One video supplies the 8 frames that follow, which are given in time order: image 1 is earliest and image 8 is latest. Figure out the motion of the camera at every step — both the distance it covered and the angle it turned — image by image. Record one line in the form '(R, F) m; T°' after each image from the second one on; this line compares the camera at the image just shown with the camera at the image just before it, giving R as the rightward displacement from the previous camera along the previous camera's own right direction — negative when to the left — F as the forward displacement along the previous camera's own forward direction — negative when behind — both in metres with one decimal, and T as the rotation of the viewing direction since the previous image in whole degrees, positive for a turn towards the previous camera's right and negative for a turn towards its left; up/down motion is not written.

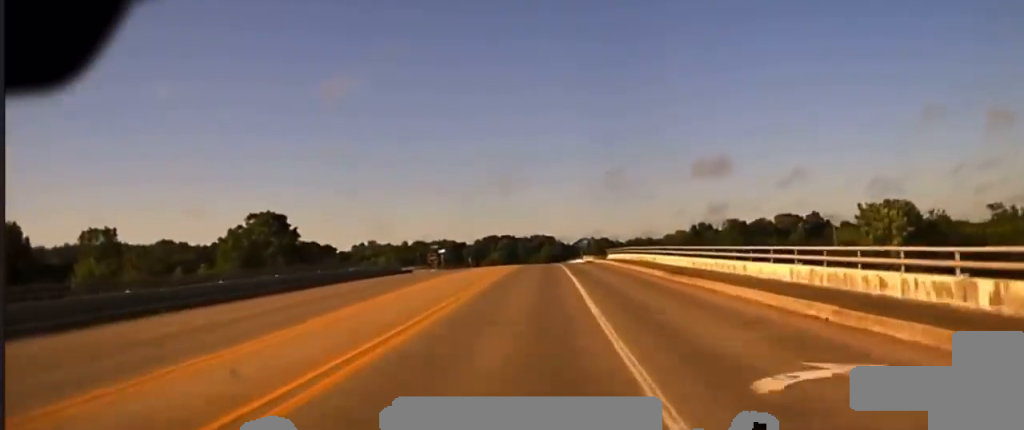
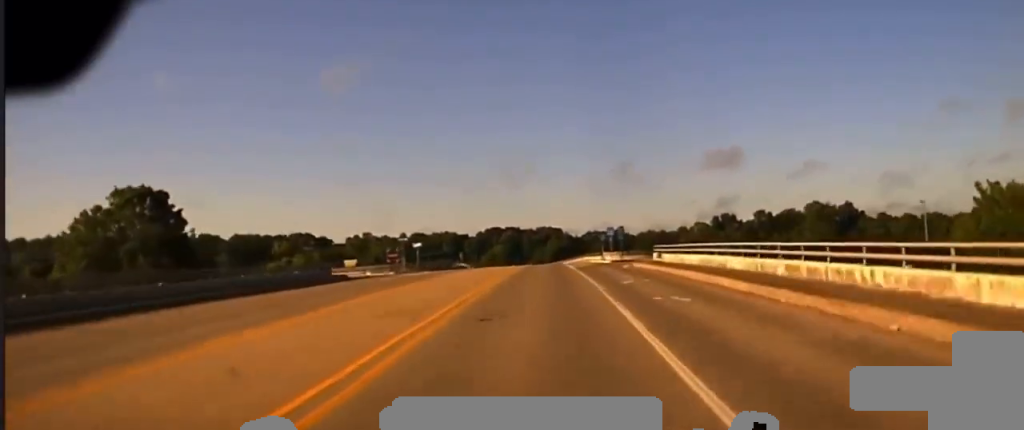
(0.0, +33.3) m; 0°
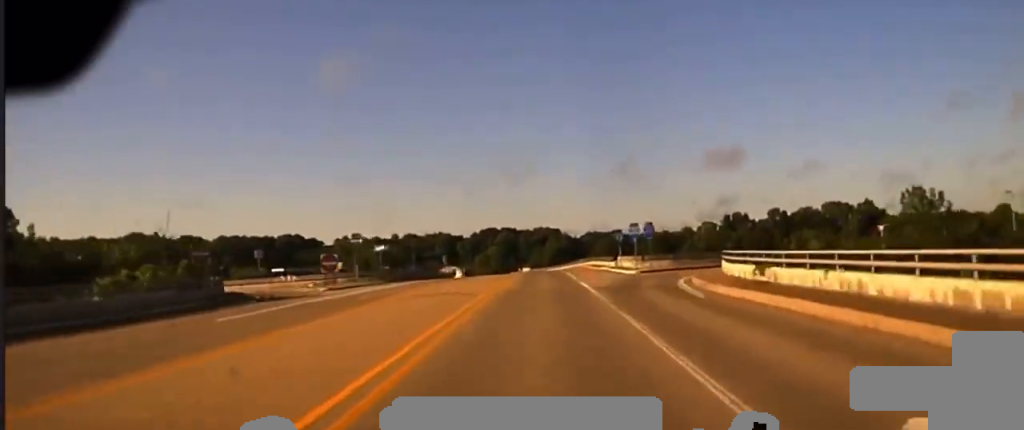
(0.0, +21.2) m; 0°
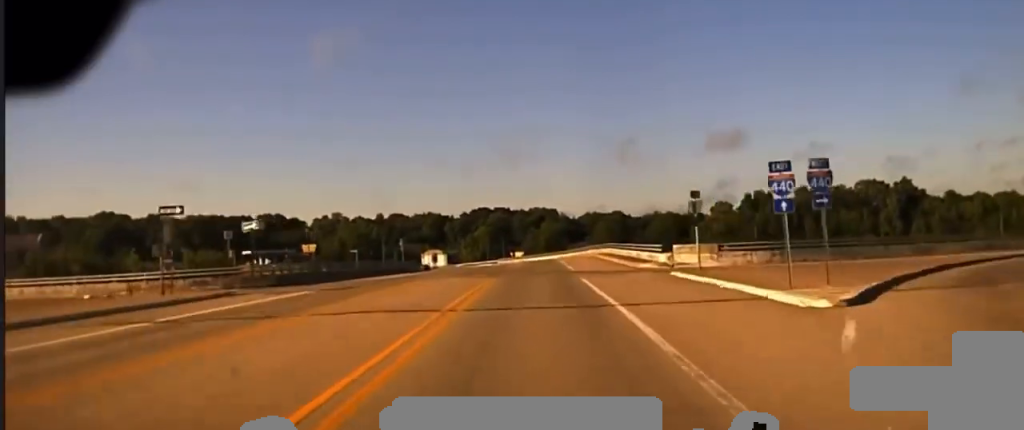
(0.0, +34.2) m; 0°
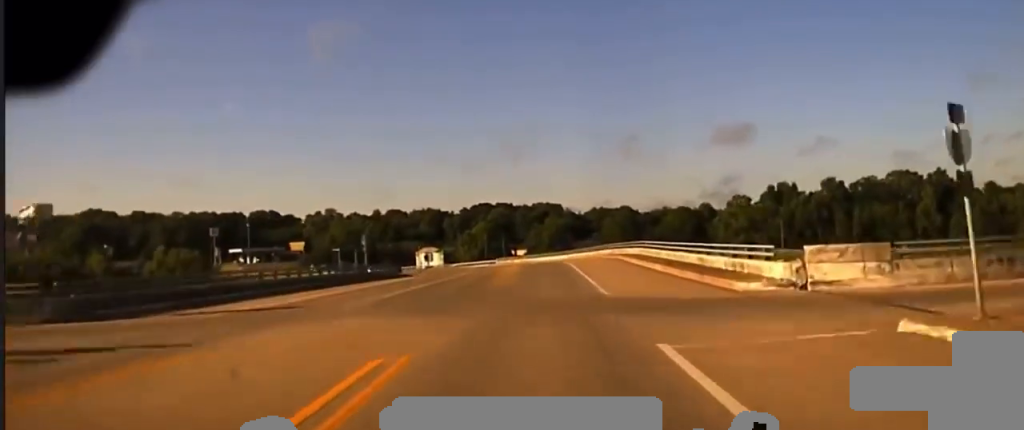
(0.0, +21.9) m; 0°
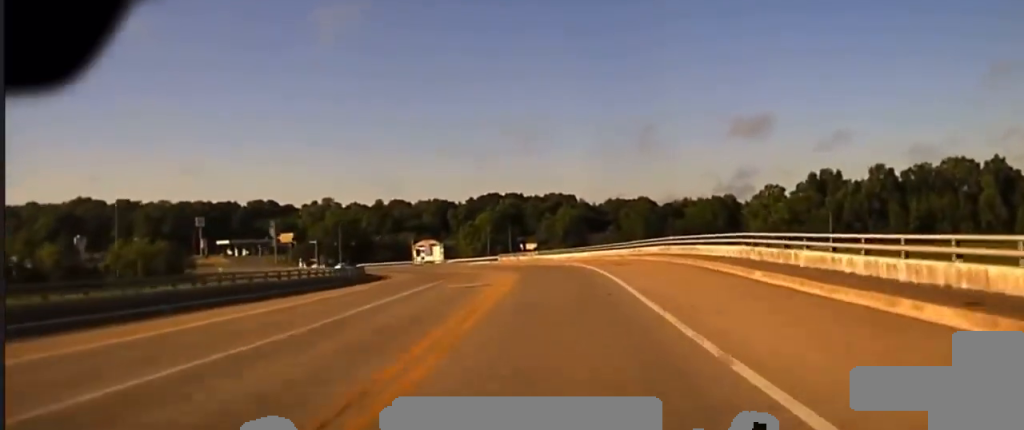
(+0.2, +28.6) m; -1°
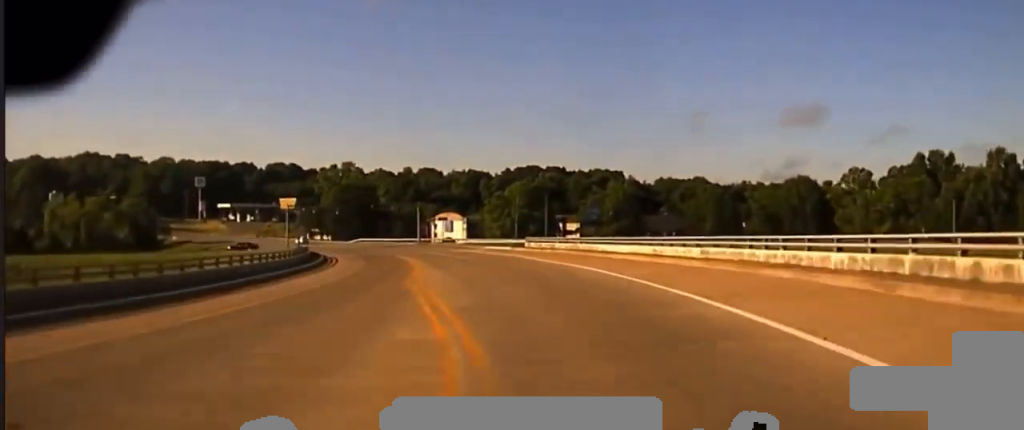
(-0.9, +44.1) m; -2°
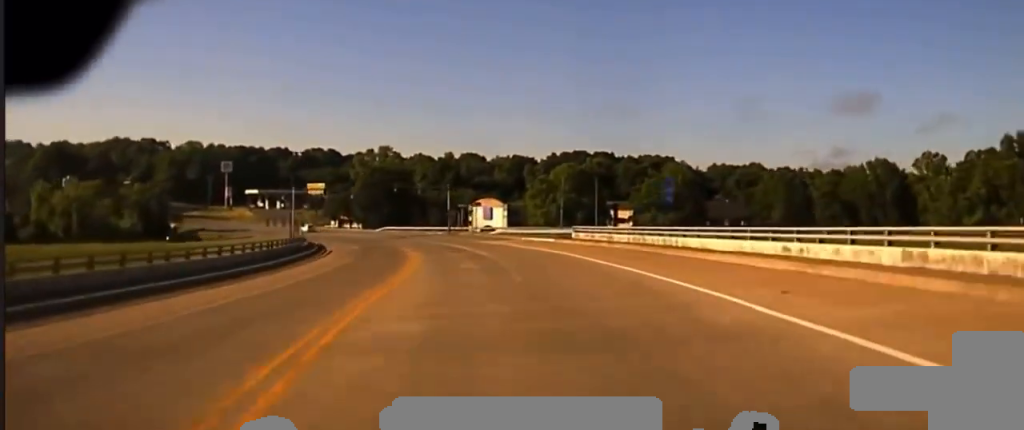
(-0.1, +21.6) m; -2°
